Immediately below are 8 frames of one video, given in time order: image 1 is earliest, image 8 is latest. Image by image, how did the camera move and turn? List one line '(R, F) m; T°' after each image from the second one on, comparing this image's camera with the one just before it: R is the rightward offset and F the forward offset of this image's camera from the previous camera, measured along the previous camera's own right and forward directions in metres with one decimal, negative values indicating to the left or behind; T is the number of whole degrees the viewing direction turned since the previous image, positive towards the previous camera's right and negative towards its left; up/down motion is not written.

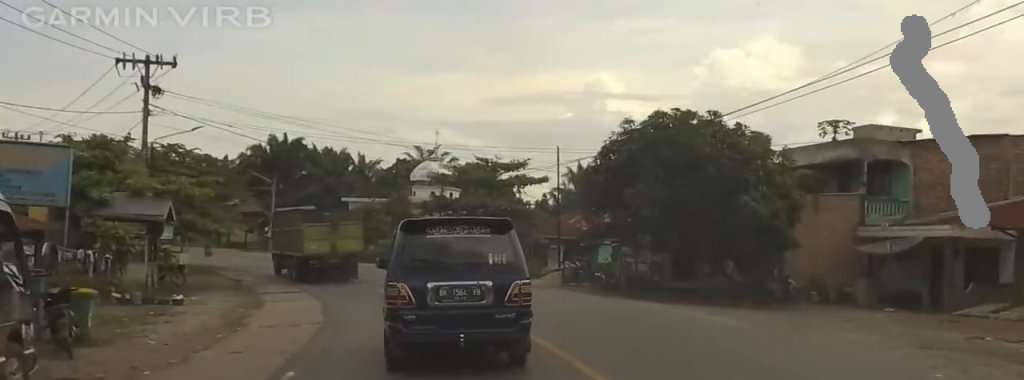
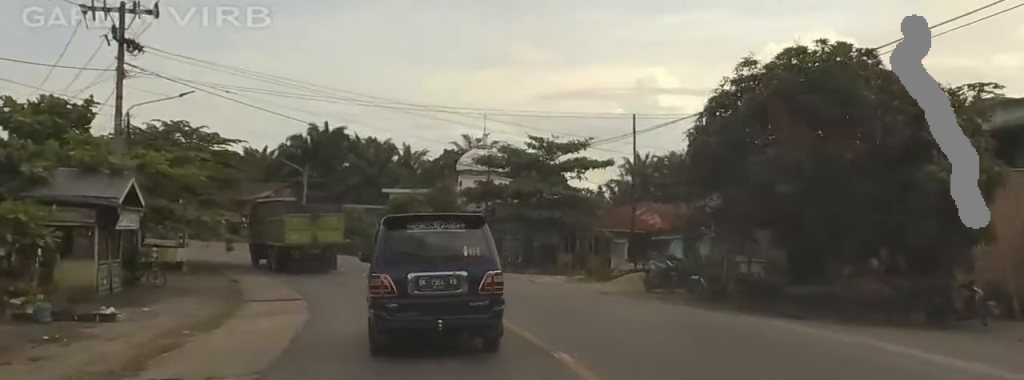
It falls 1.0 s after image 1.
(-1.0, +8.5) m; -9°
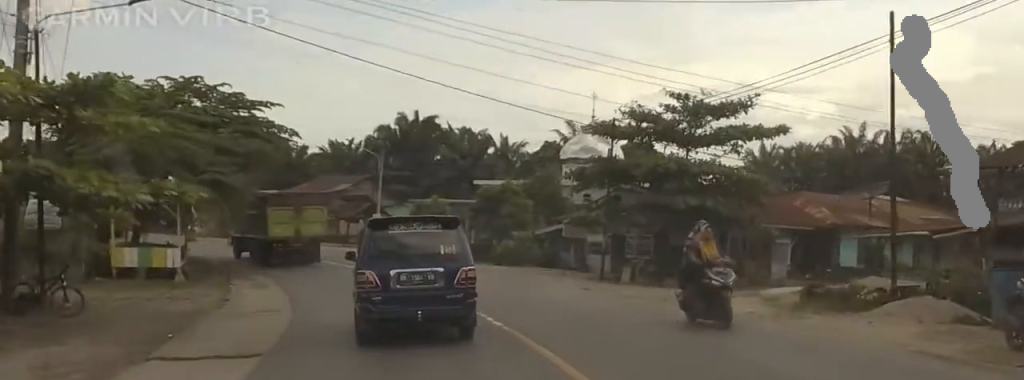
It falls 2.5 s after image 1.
(-0.1, +13.0) m; +2°
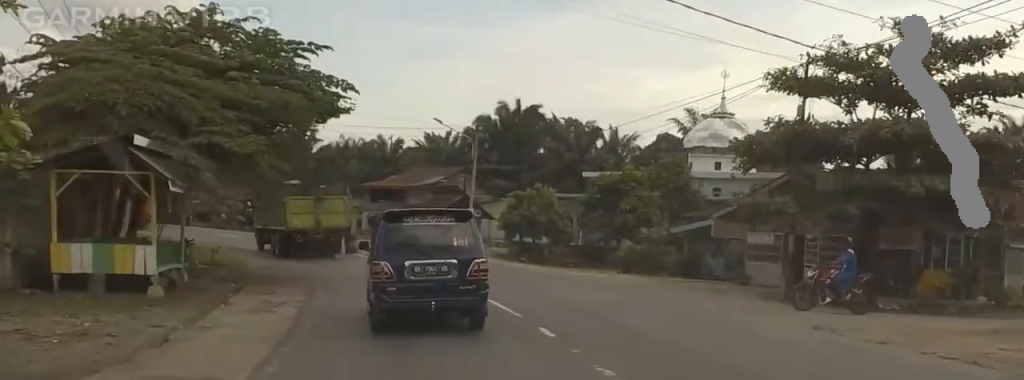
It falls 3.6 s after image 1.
(+0.2, +9.8) m; -4°
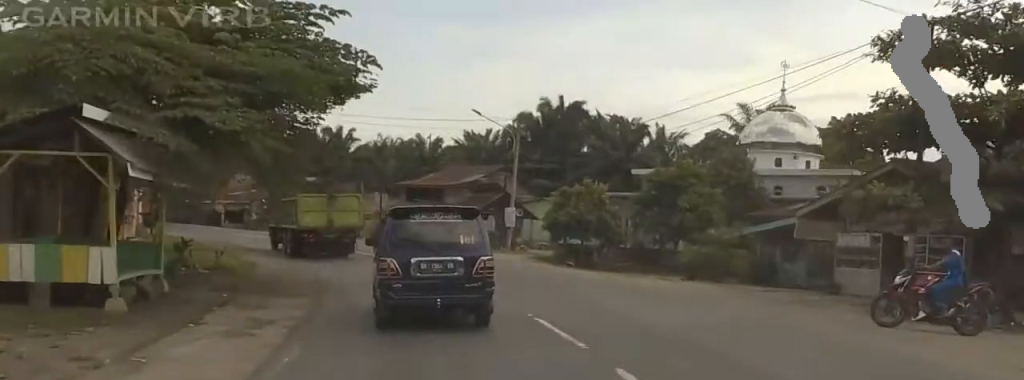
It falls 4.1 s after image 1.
(0.0, +3.8) m; -3°
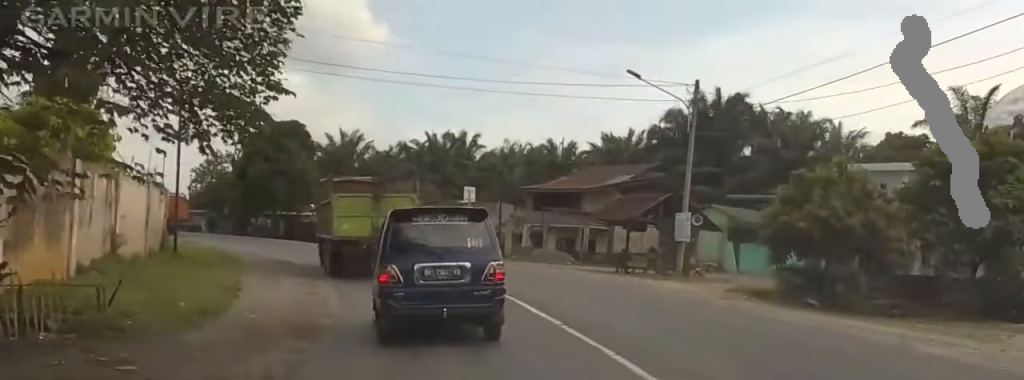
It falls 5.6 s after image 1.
(-1.0, +12.9) m; -7°
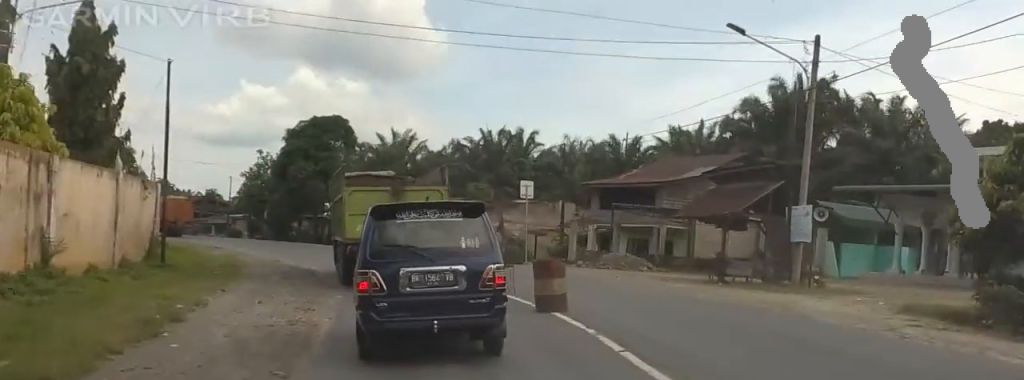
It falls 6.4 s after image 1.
(-0.3, +6.1) m; -5°
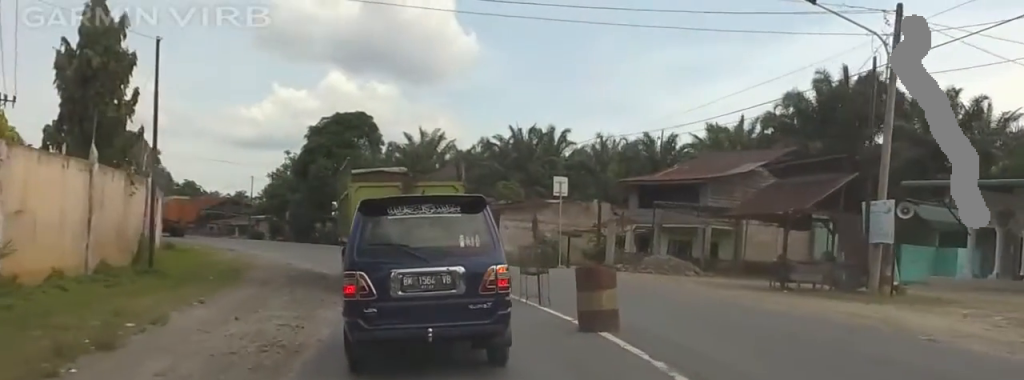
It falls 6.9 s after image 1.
(-0.2, +3.3) m; -4°
